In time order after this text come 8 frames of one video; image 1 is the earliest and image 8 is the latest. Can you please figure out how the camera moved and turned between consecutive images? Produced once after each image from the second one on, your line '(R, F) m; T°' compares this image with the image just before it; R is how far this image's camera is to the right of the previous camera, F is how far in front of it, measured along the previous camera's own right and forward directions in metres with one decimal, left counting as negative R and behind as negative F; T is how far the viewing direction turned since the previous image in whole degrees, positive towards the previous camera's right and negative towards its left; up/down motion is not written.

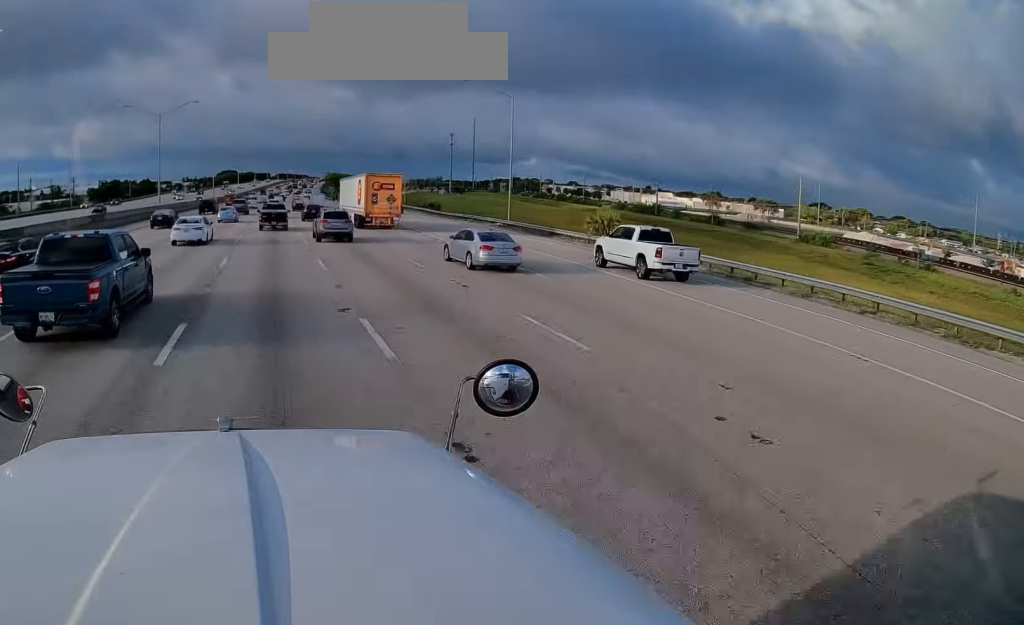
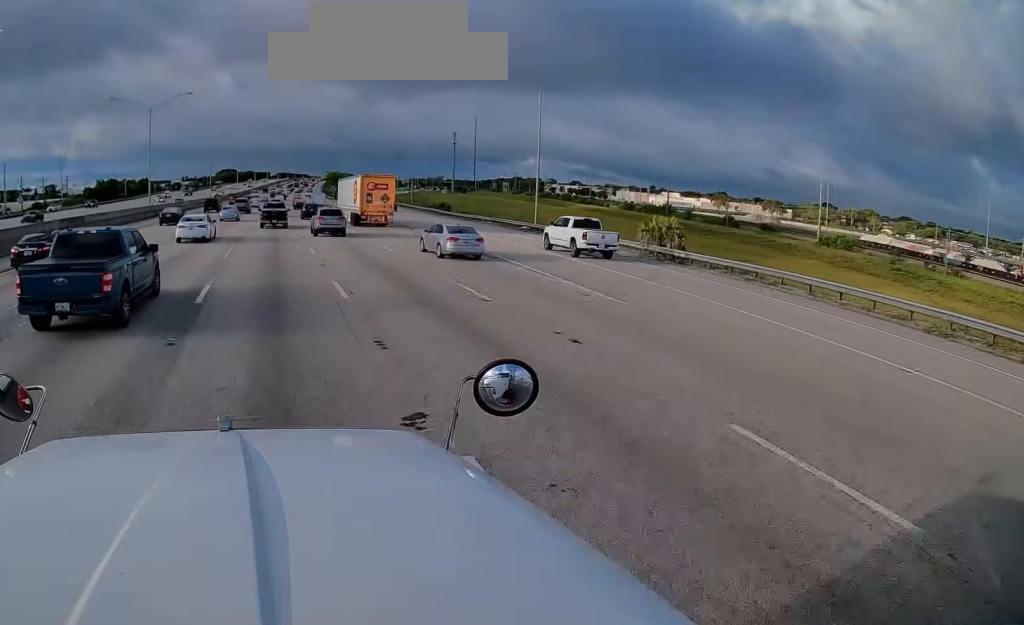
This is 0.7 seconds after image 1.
(-0.1, +7.0) m; -3°
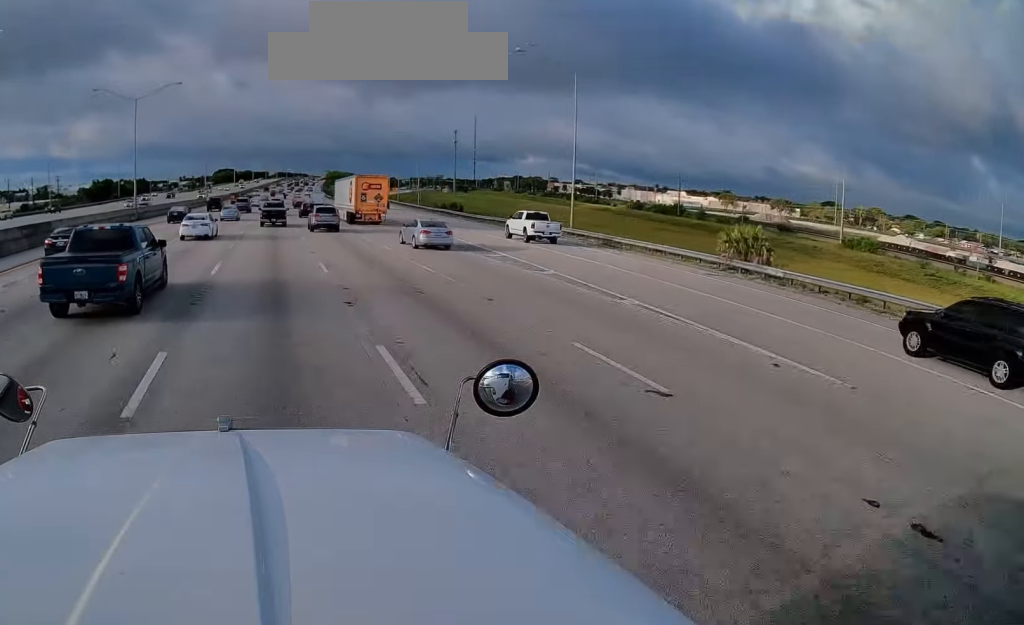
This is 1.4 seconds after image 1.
(-0.2, +7.7) m; -1°
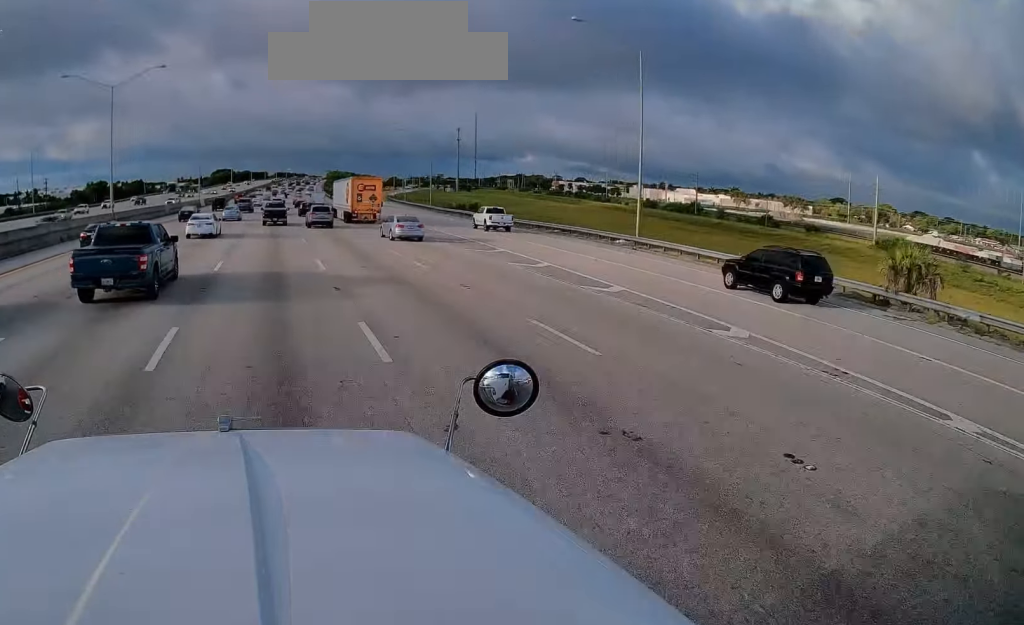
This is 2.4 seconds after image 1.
(-0.1, +9.9) m; +1°
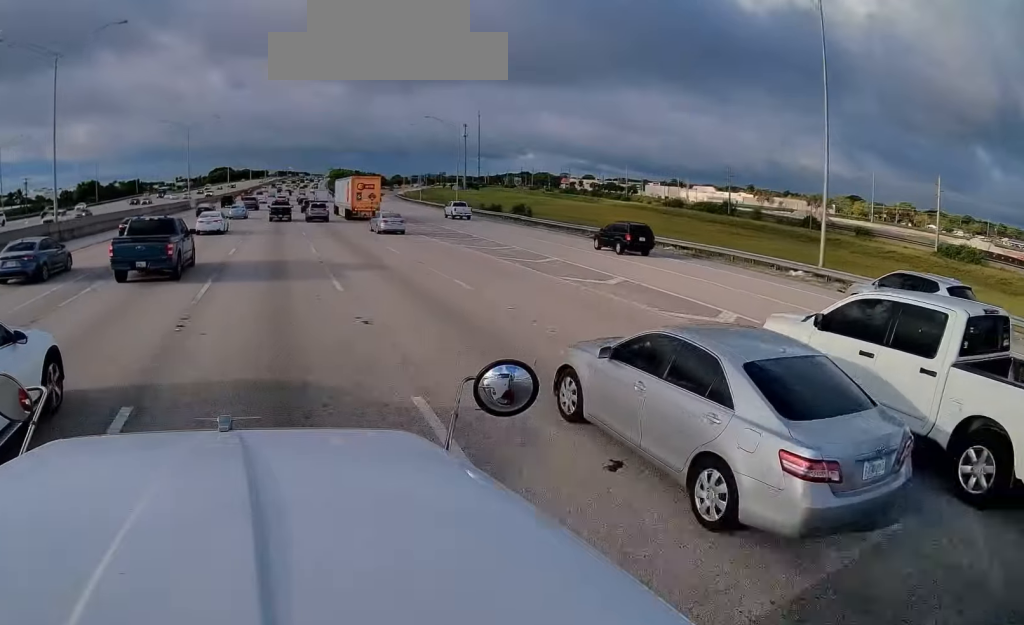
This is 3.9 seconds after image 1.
(+0.5, +16.6) m; +1°
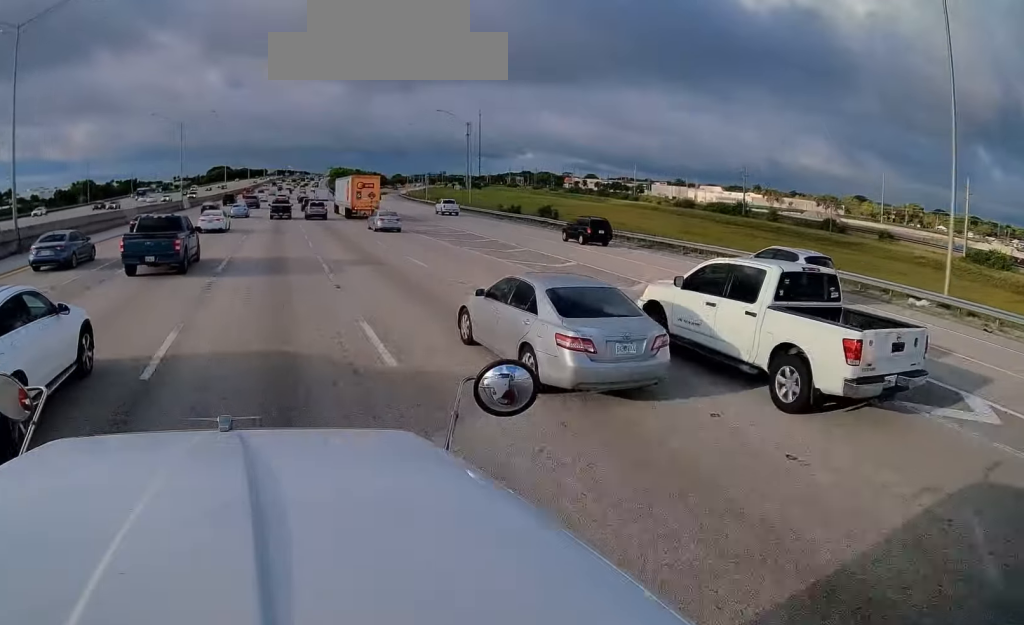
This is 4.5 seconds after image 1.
(-0.2, +7.5) m; 0°
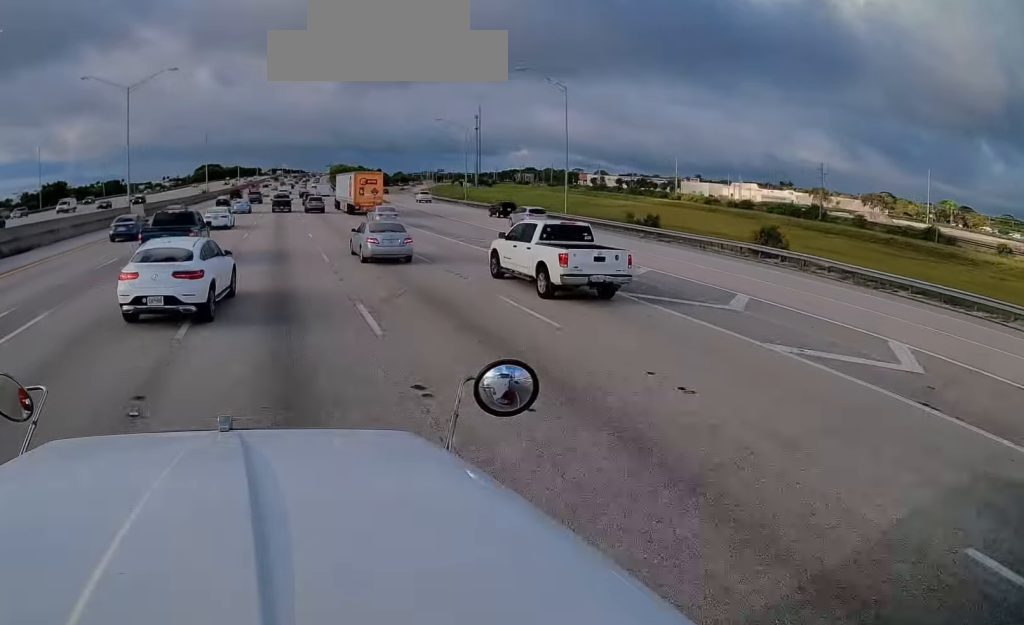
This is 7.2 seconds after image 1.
(+0.4, +34.5) m; 0°
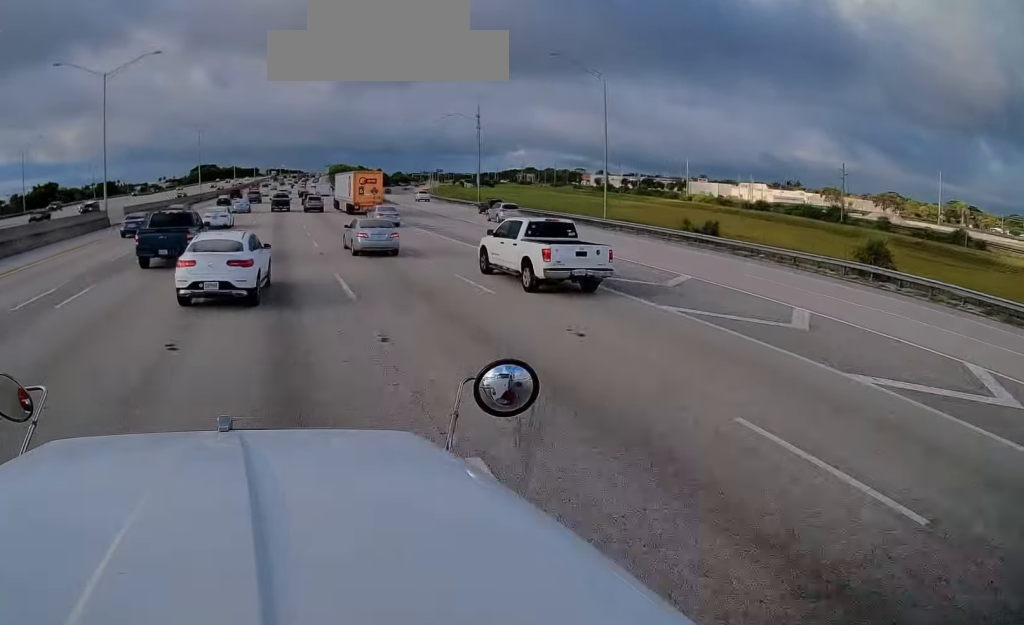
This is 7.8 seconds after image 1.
(+0.1, +8.3) m; 0°
